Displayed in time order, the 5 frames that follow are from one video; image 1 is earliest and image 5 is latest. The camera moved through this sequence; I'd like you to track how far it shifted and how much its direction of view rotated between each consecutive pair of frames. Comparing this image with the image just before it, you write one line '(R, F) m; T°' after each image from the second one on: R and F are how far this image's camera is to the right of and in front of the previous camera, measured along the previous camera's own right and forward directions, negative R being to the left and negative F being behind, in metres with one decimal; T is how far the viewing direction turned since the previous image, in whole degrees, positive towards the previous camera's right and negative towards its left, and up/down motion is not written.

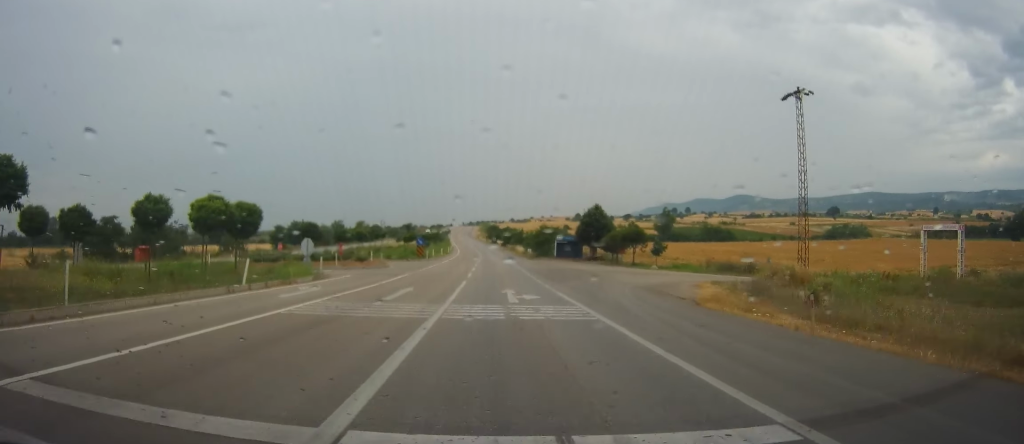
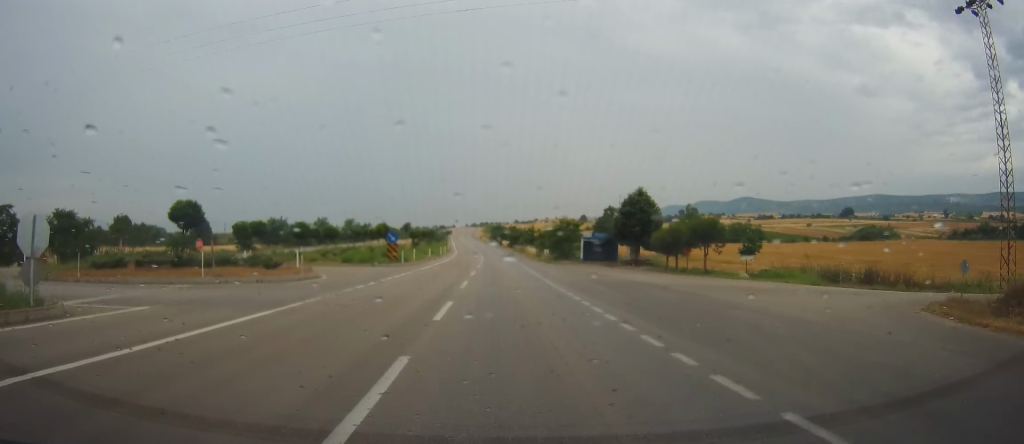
(0.0, +23.8) m; -1°
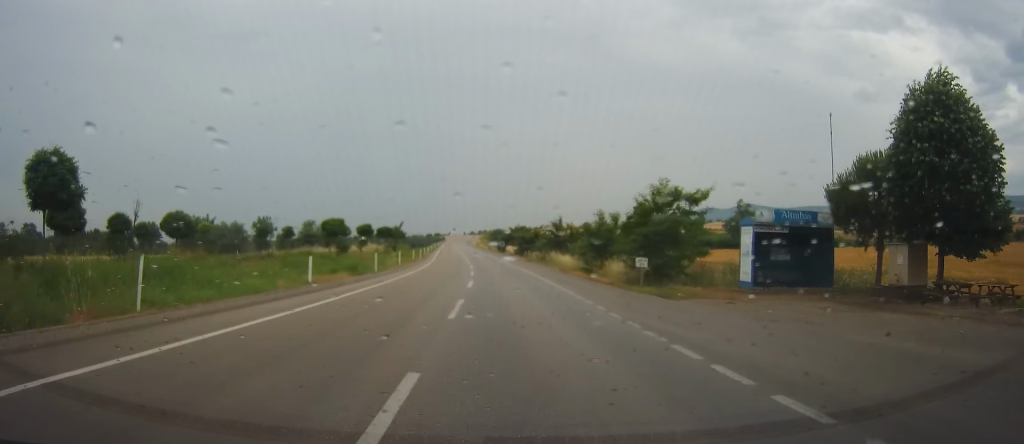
(-0.1, +44.7) m; 0°
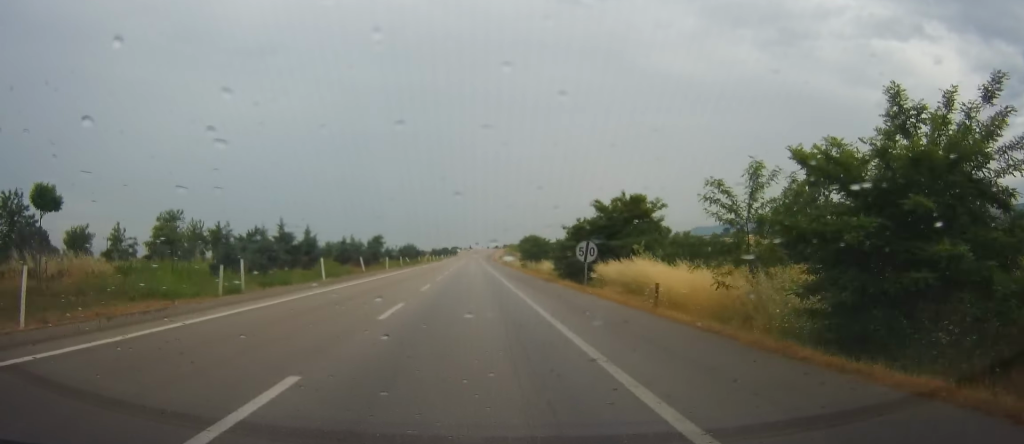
(-1.8, +81.3) m; -1°
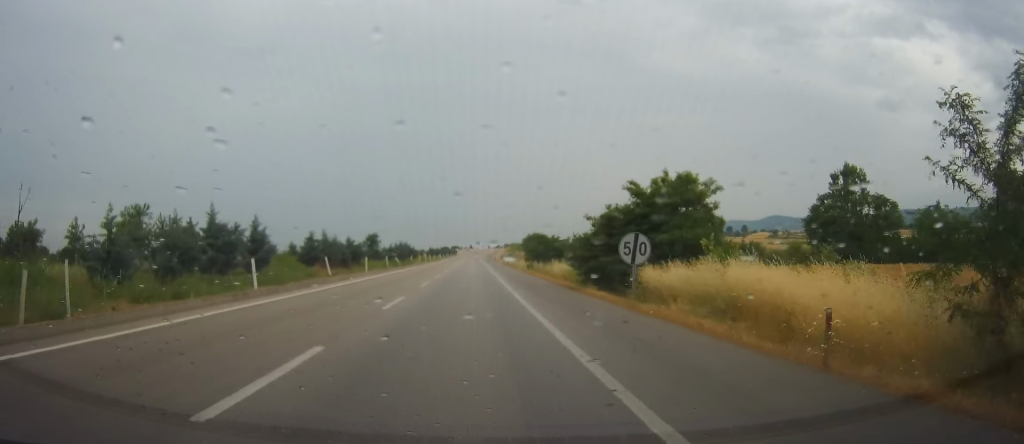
(0.0, +9.6) m; 0°
